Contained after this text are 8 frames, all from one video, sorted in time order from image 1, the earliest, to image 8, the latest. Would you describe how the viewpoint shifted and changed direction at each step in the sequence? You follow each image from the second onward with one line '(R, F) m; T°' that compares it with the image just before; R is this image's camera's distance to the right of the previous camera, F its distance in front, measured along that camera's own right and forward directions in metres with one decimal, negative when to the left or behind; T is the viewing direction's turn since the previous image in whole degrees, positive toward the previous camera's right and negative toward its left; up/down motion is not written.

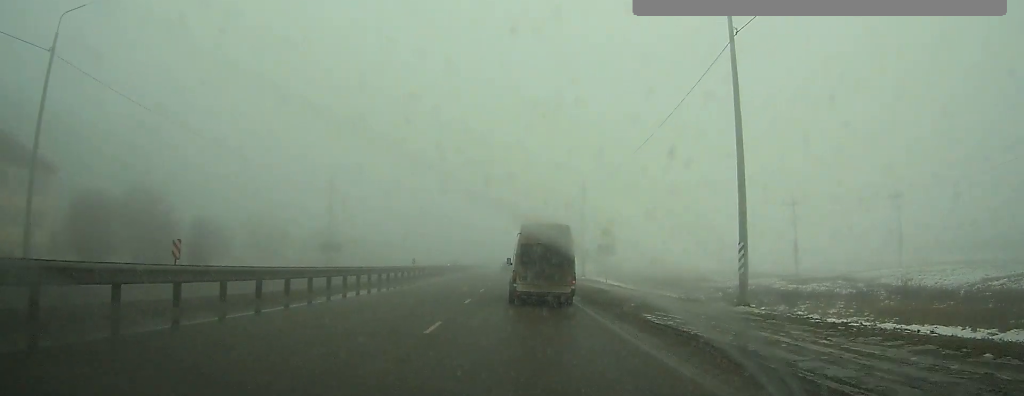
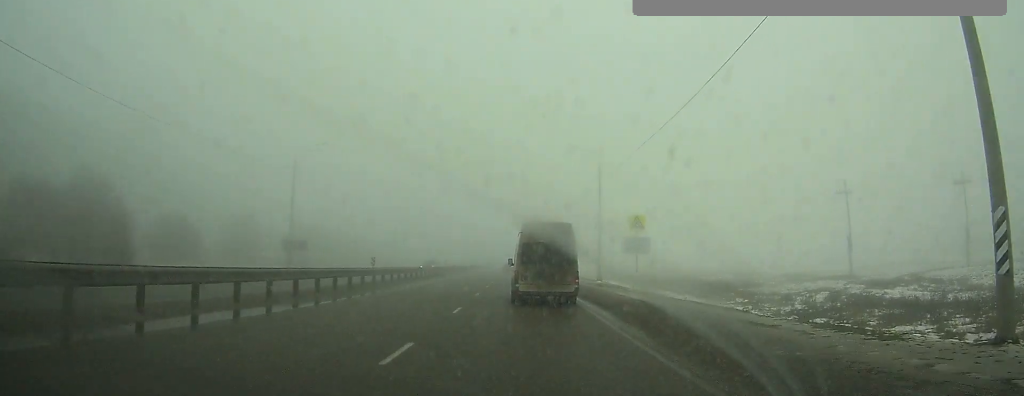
(0.0, +10.1) m; 0°
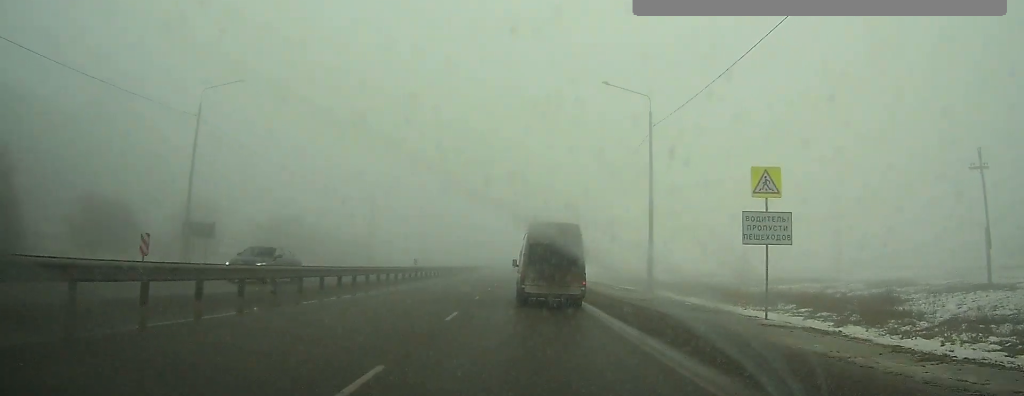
(0.0, +17.0) m; 0°
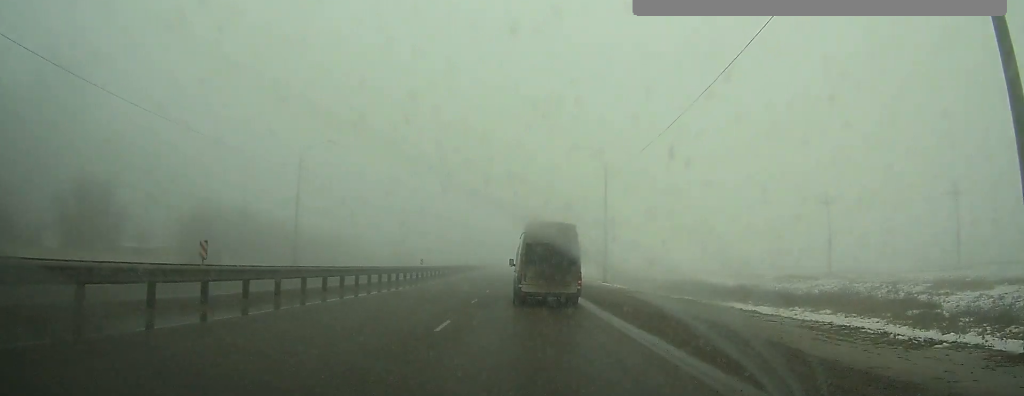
(+0.1, +27.5) m; 0°
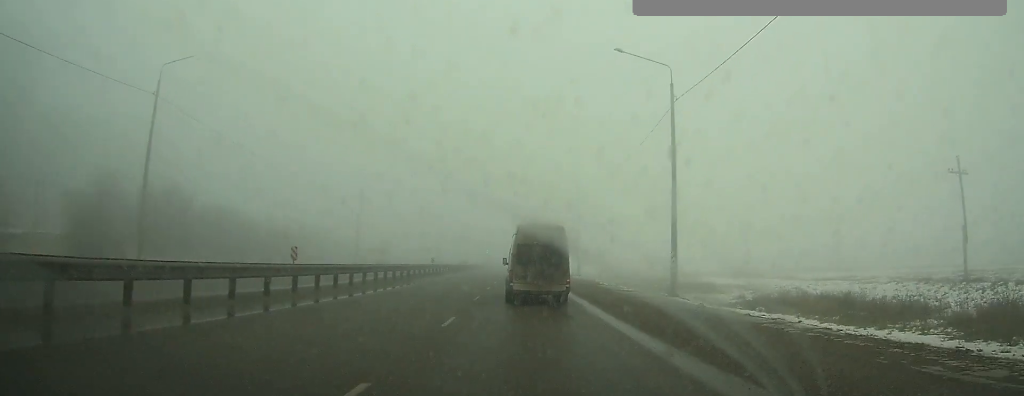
(0.0, +22.6) m; 0°
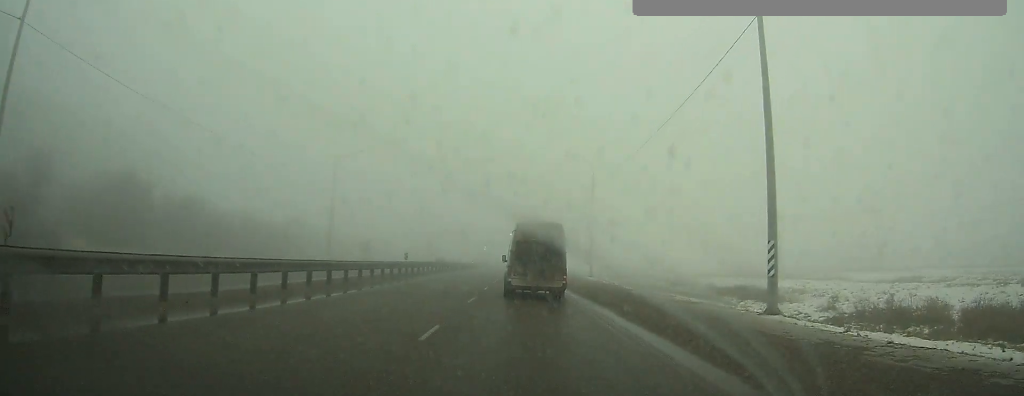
(0.0, +10.0) m; 0°
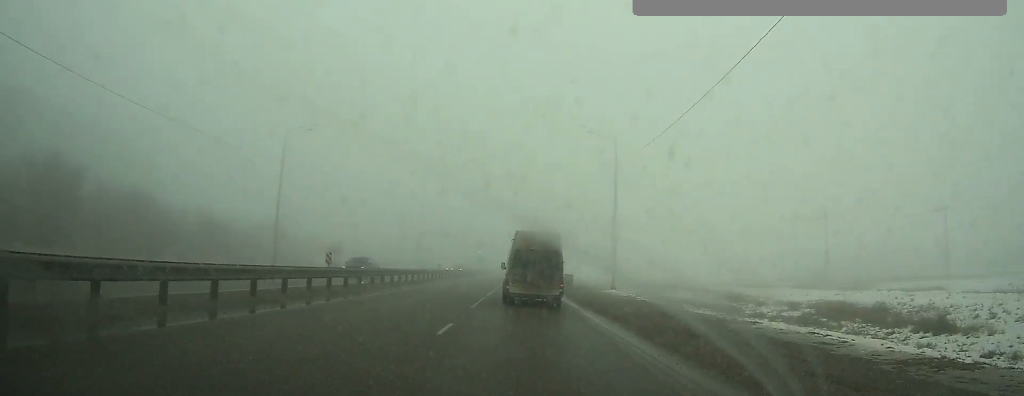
(0.0, +13.9) m; 0°
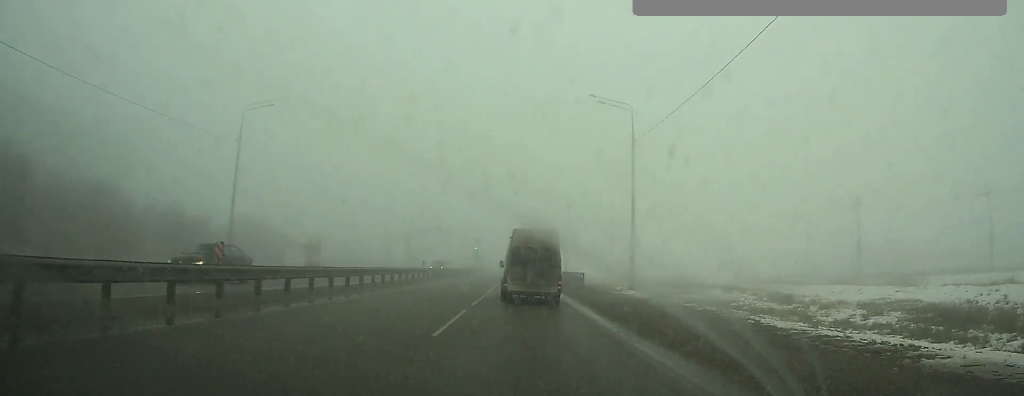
(0.0, +8.1) m; 0°
